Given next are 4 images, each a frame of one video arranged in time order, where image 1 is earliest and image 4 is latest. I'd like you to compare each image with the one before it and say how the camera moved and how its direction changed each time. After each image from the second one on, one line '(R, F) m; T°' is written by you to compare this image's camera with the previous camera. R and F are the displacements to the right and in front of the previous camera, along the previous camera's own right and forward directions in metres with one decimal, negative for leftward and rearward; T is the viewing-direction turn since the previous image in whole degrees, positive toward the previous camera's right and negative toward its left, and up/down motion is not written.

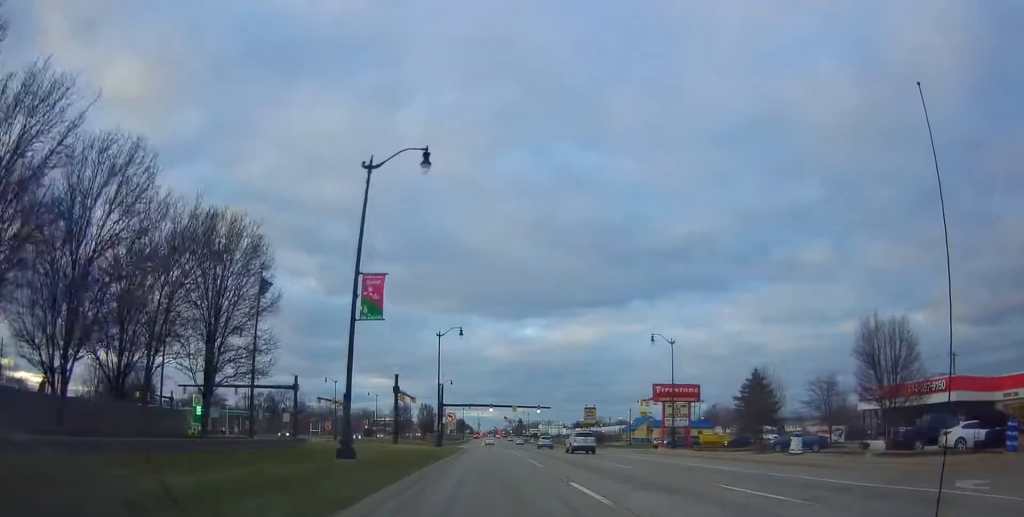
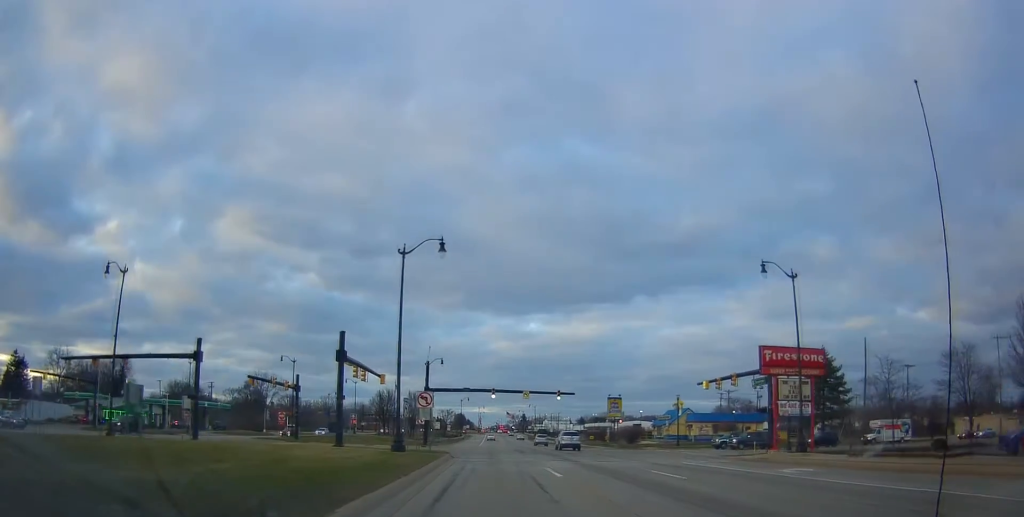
(+0.1, +24.7) m; +1°
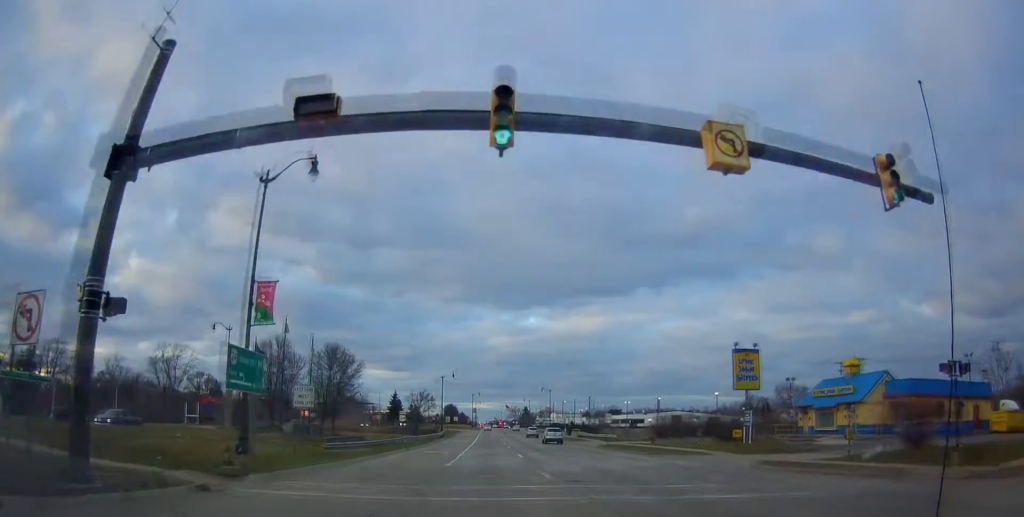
(+0.9, +58.2) m; -1°
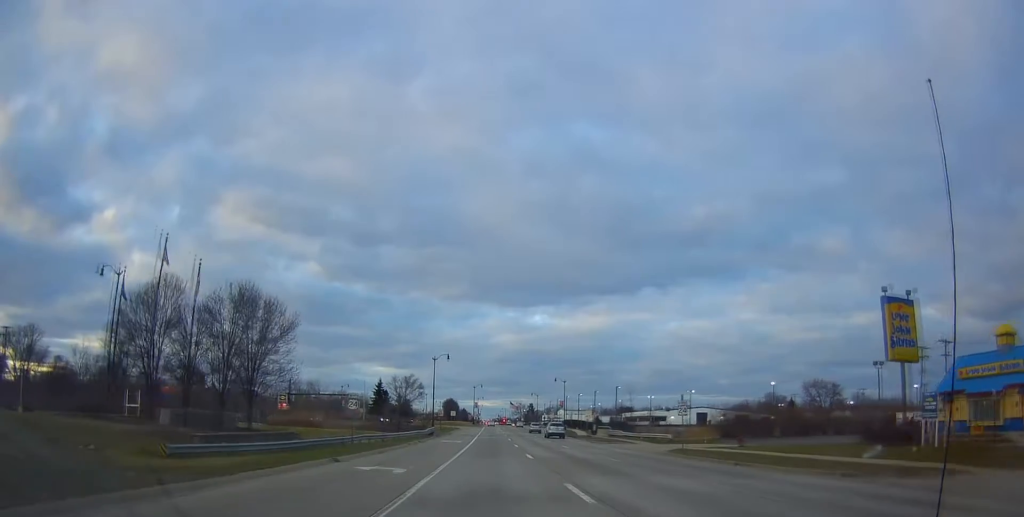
(-0.7, +21.8) m; -1°
